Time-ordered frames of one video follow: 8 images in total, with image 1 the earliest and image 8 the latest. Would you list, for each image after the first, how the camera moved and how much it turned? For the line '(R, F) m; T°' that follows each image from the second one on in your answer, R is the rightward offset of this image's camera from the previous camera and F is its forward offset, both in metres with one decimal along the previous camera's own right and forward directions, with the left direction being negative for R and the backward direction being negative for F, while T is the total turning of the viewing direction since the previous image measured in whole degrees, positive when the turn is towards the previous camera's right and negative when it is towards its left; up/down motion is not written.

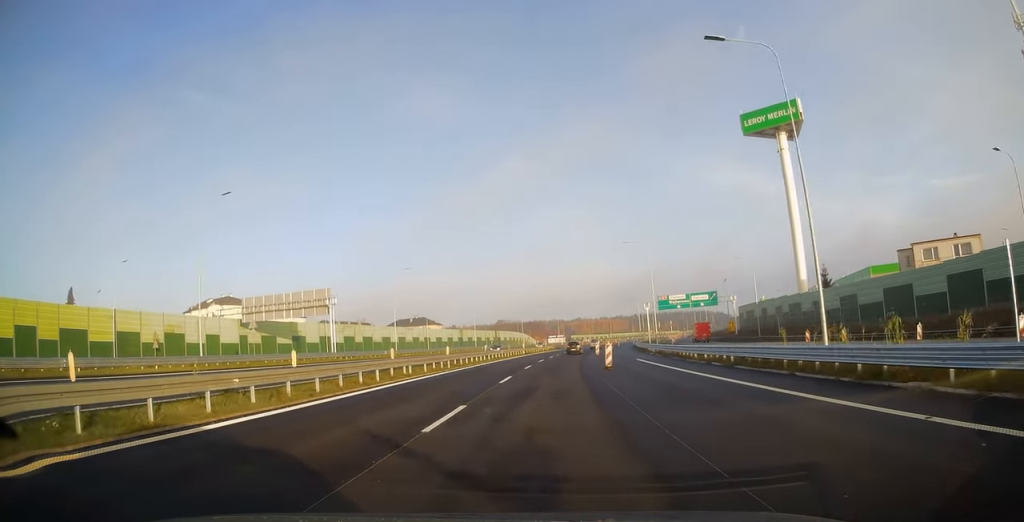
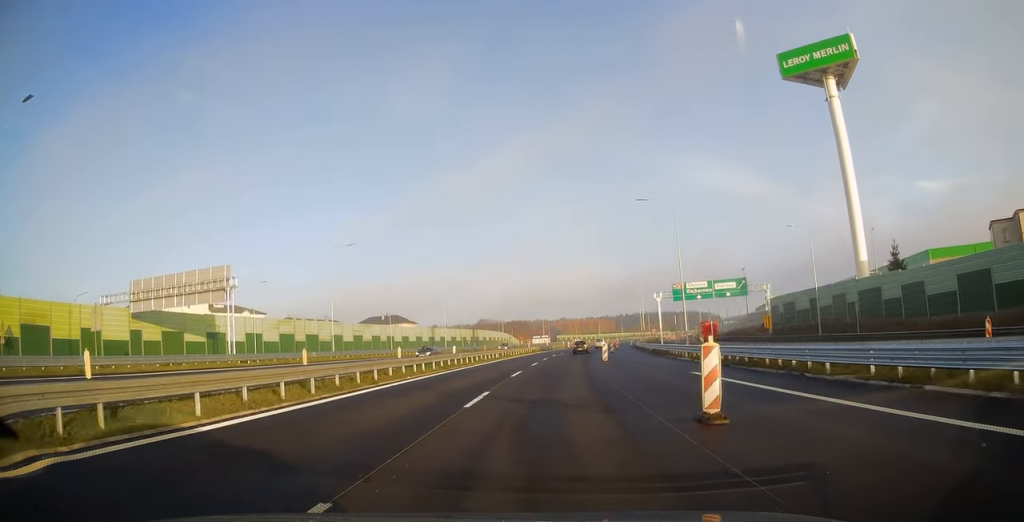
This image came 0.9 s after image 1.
(+0.2, +20.3) m; +1°
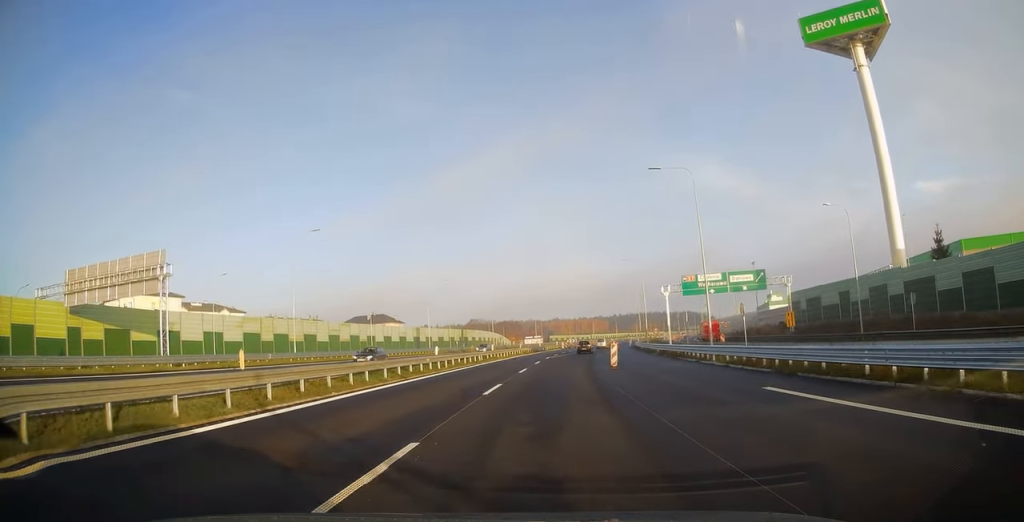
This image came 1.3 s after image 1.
(0.0, +8.7) m; +1°
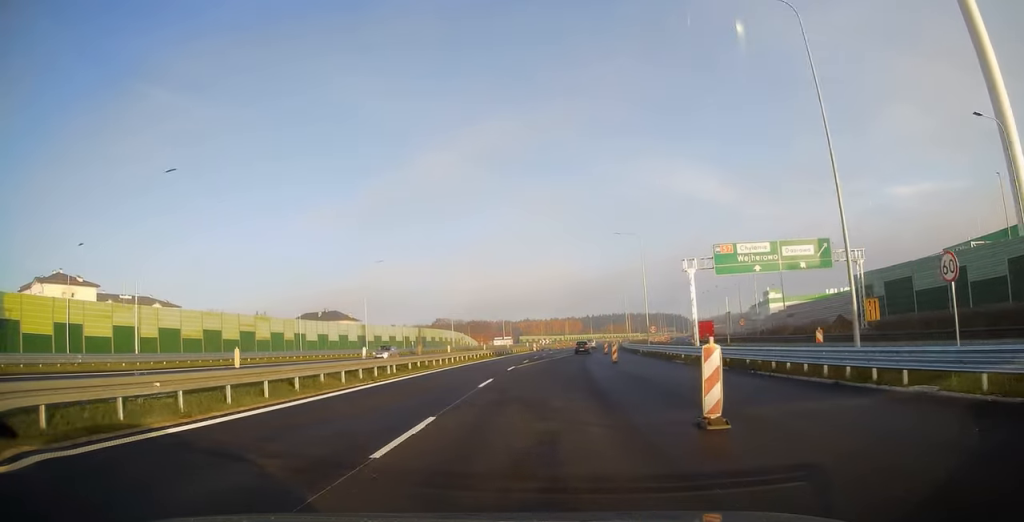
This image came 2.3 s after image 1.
(+0.5, +21.1) m; +3°
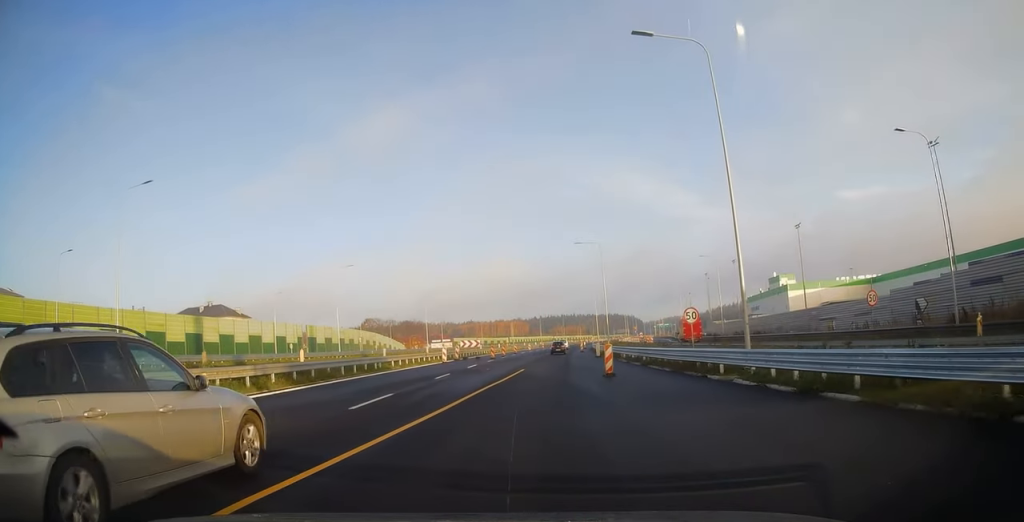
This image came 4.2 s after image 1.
(+1.9, +42.1) m; +5°
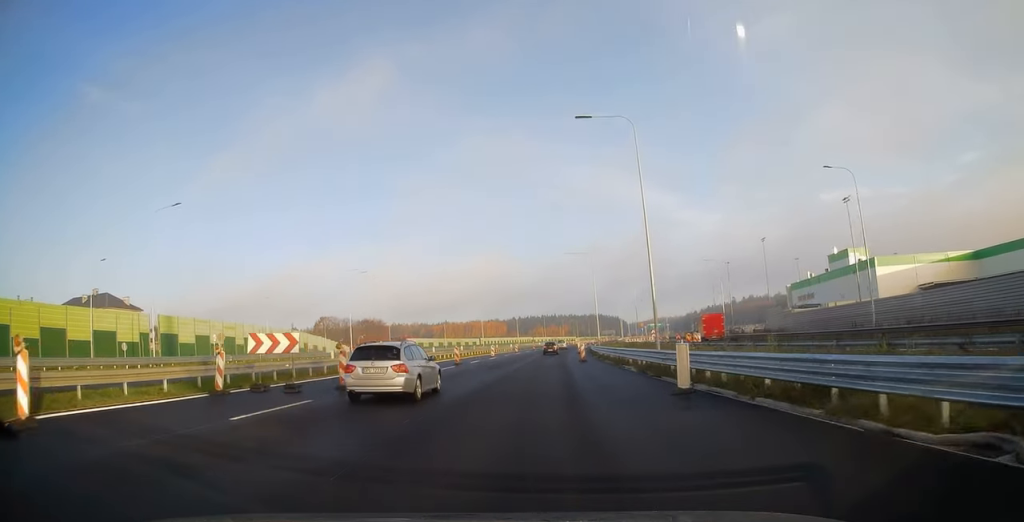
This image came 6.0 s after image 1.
(+1.0, +38.2) m; +2°
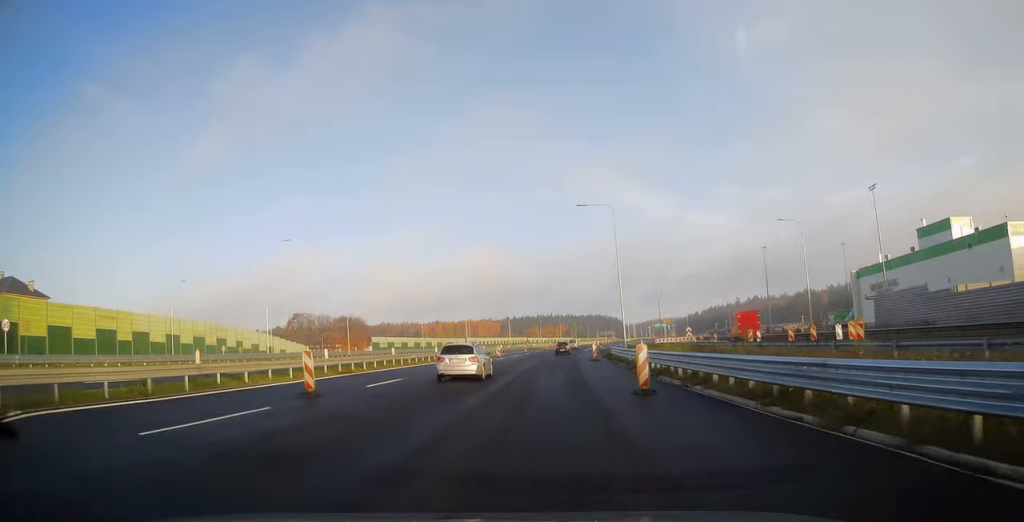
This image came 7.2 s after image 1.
(+0.1, +26.6) m; +1°
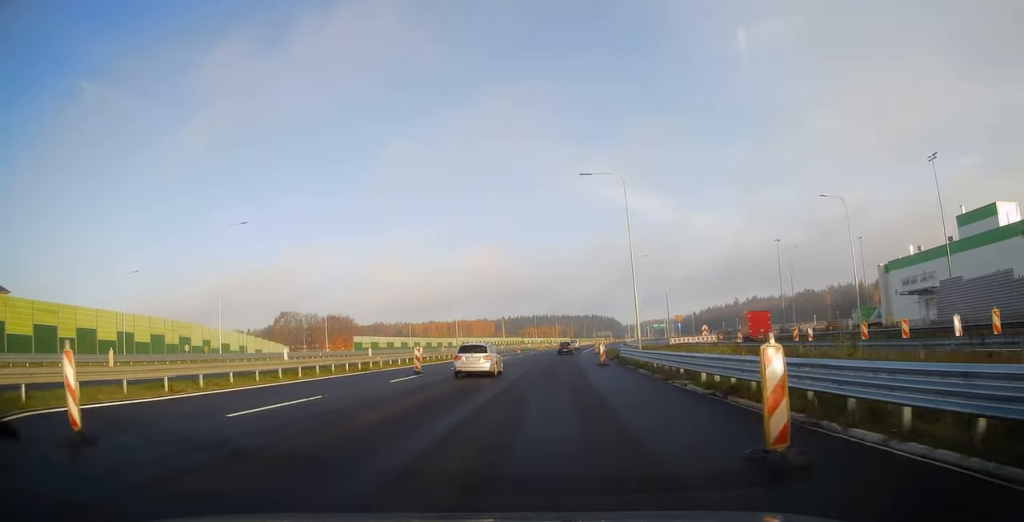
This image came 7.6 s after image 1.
(0.0, +9.1) m; 0°
